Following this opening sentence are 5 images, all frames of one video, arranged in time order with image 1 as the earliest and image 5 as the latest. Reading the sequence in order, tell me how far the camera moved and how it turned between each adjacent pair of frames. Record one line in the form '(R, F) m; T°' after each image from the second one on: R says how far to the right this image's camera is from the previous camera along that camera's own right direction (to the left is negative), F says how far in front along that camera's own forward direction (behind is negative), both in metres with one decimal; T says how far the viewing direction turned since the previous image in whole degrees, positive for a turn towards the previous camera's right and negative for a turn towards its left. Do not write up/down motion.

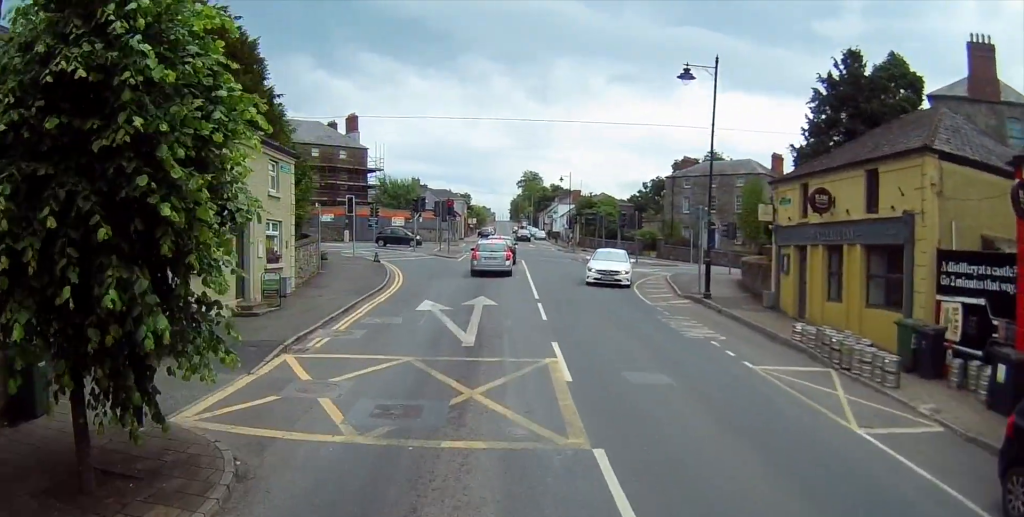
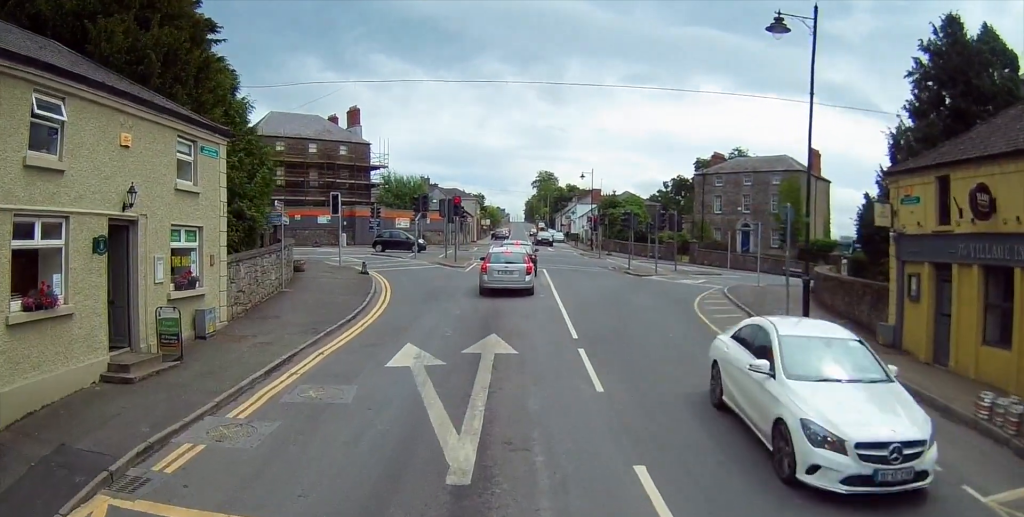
(-0.3, +7.0) m; -5°
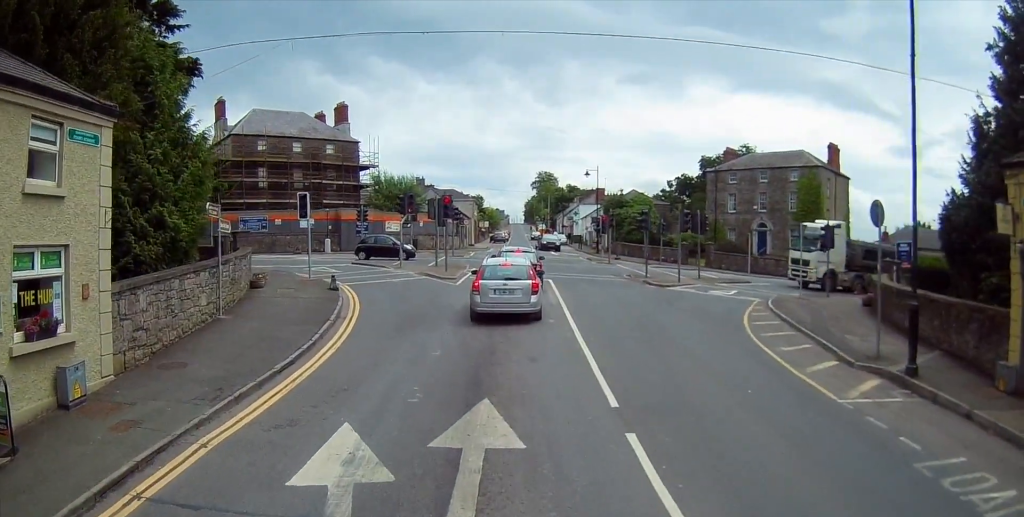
(0.0, +5.2) m; +1°
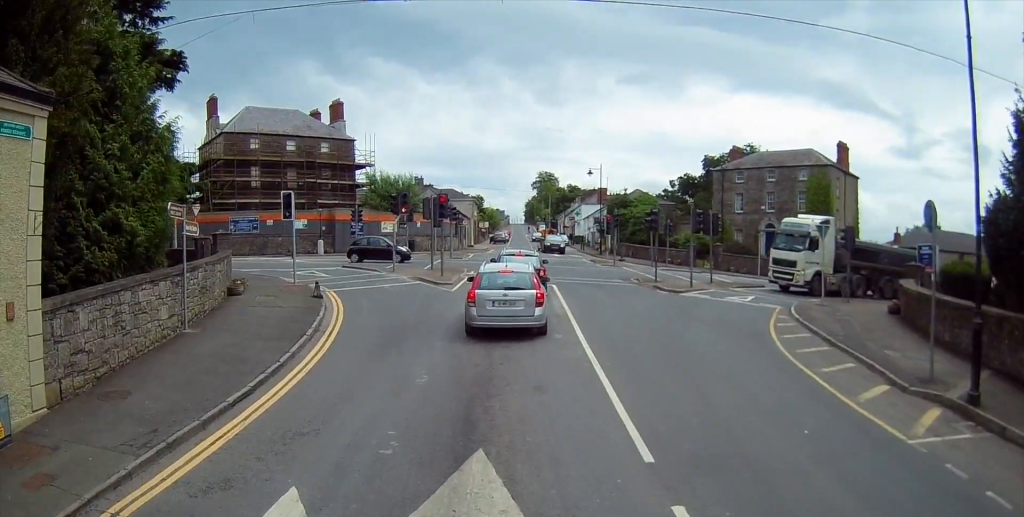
(0.0, +2.1) m; +1°
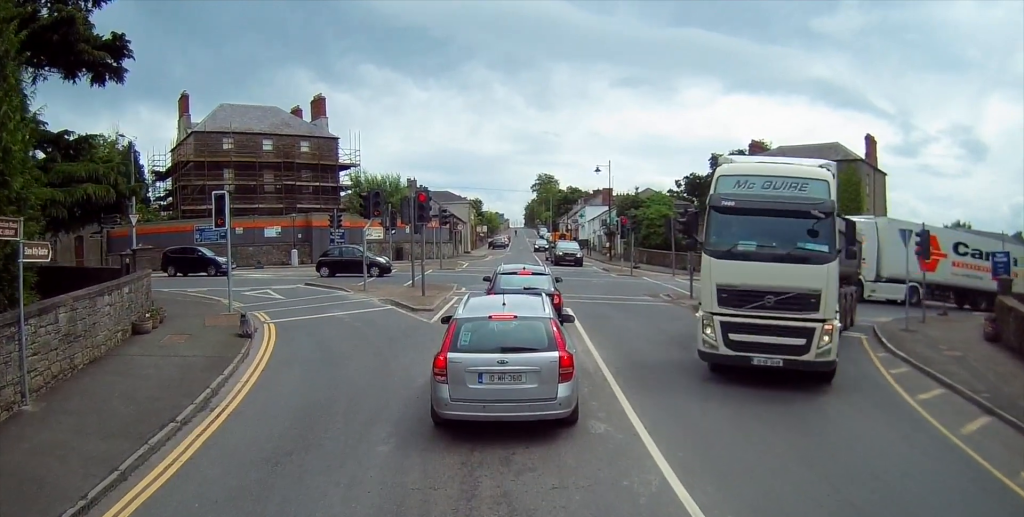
(-0.1, +7.1) m; -2°
